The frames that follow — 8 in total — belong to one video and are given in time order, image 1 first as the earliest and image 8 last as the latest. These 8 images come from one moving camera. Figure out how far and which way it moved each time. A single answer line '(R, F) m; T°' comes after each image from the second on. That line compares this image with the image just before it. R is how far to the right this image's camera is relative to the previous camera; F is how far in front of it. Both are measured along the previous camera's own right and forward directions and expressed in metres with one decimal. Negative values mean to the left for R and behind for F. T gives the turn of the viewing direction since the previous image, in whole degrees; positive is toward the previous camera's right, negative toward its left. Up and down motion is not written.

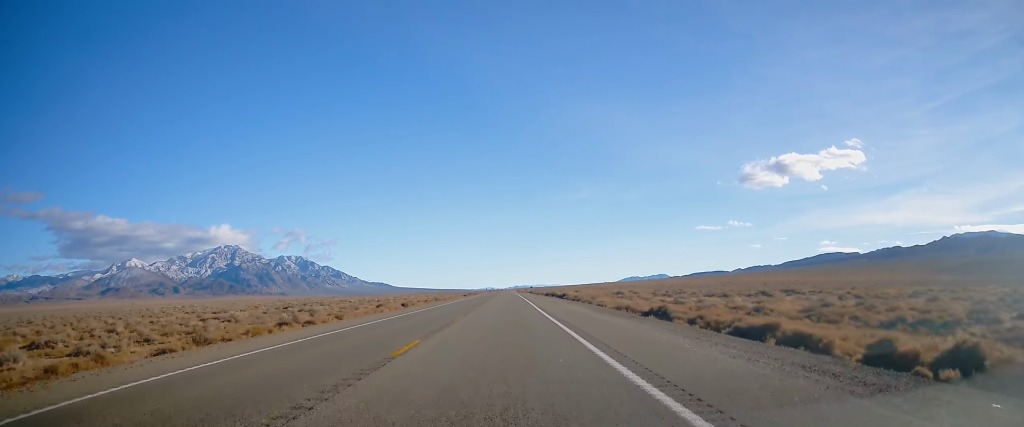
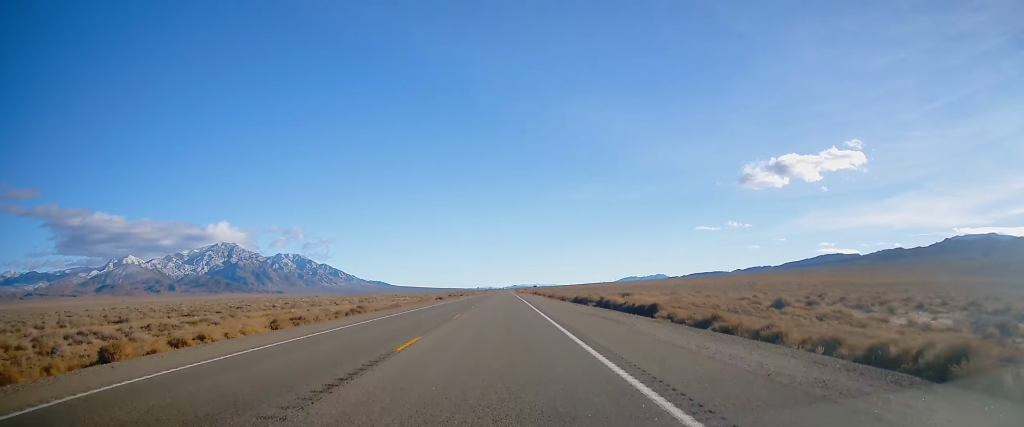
(-0.2, +60.1) m; -1°
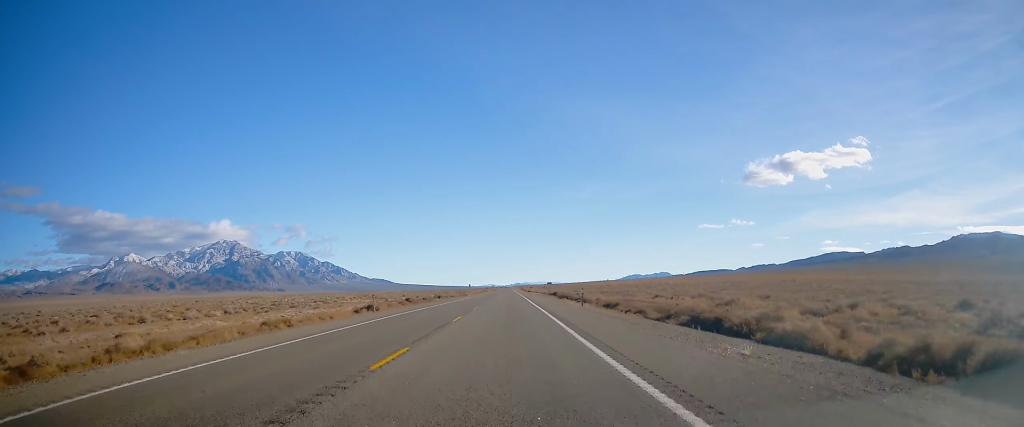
(0.0, +63.8) m; 0°
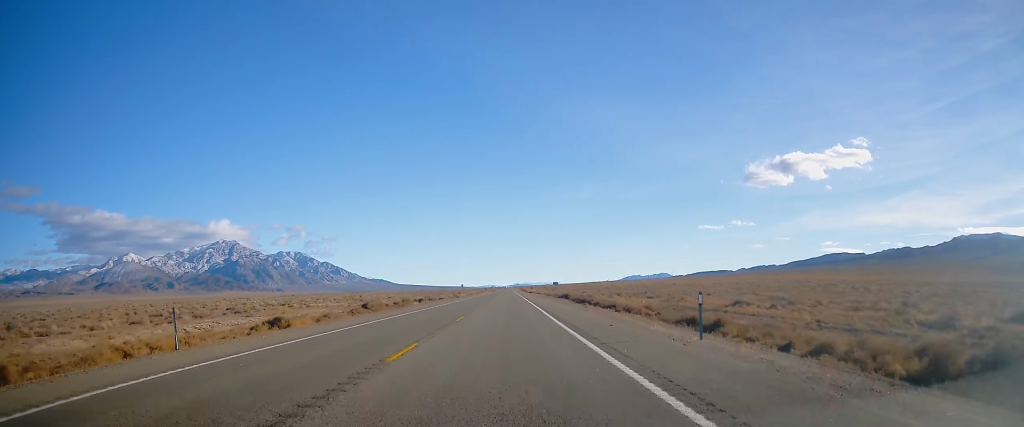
(+0.1, +23.5) m; 0°
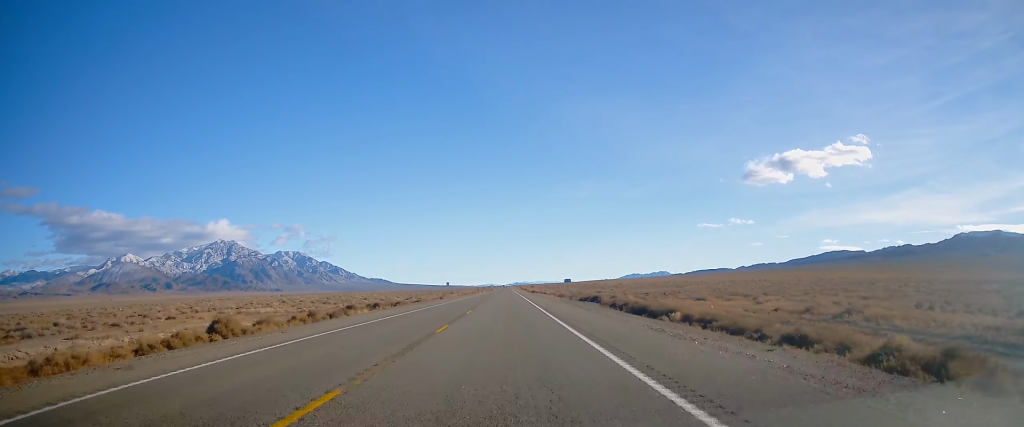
(+0.2, +30.2) m; 0°
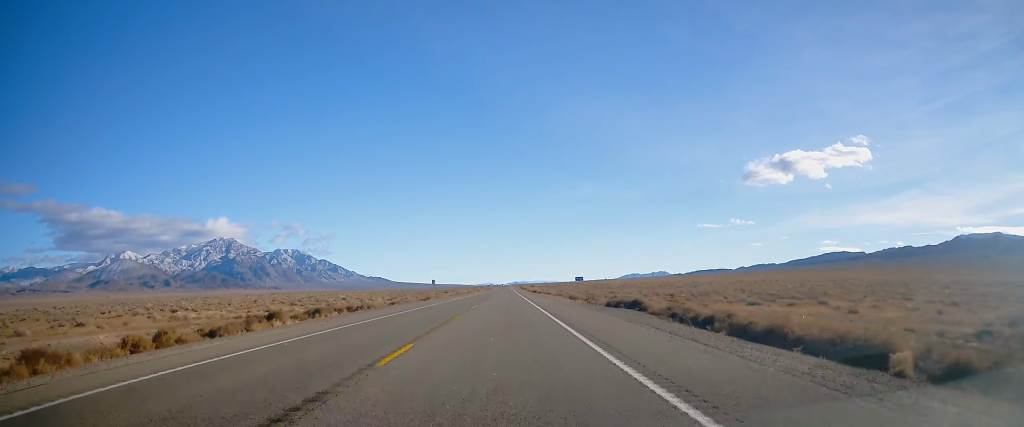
(+0.1, +19.0) m; 0°
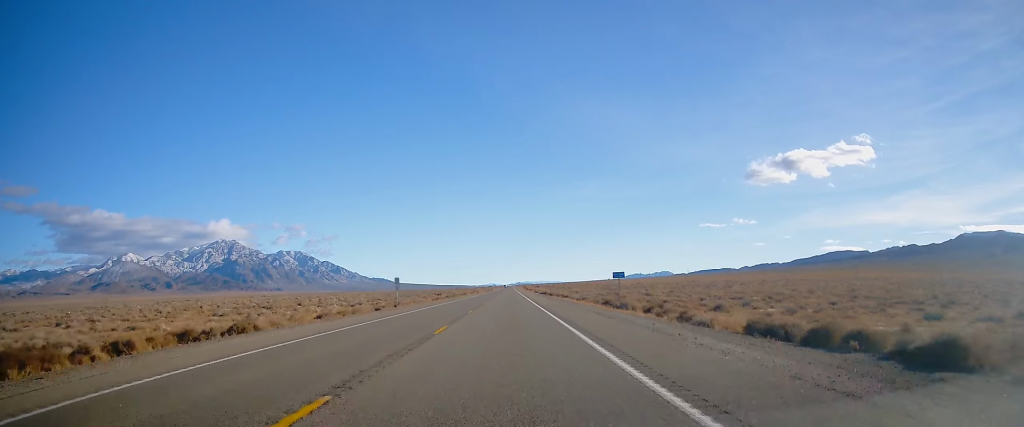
(-0.3, +30.3) m; 0°
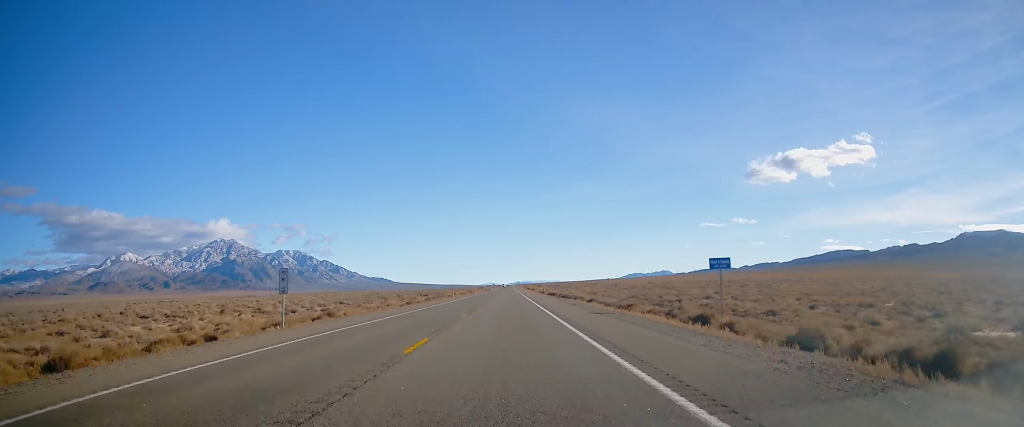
(+0.2, +29.4) m; 0°
